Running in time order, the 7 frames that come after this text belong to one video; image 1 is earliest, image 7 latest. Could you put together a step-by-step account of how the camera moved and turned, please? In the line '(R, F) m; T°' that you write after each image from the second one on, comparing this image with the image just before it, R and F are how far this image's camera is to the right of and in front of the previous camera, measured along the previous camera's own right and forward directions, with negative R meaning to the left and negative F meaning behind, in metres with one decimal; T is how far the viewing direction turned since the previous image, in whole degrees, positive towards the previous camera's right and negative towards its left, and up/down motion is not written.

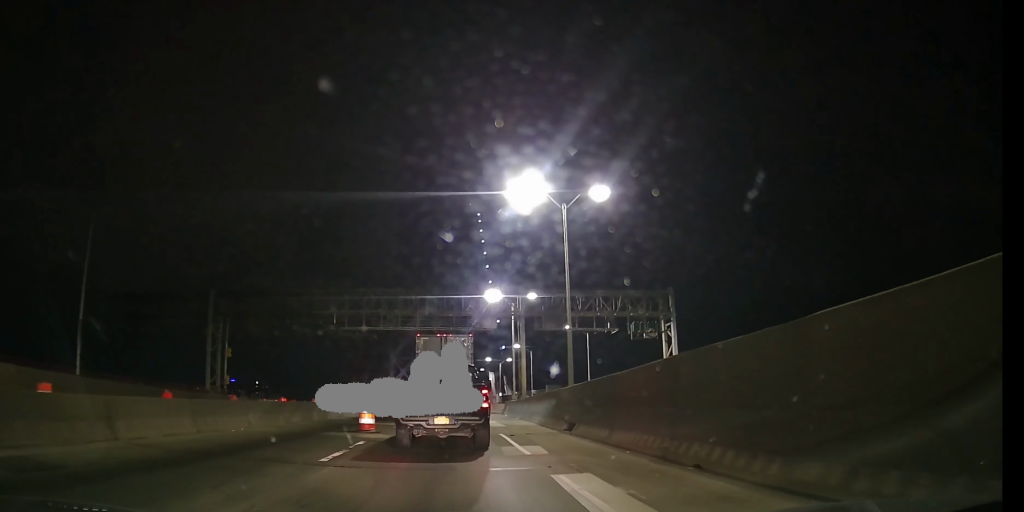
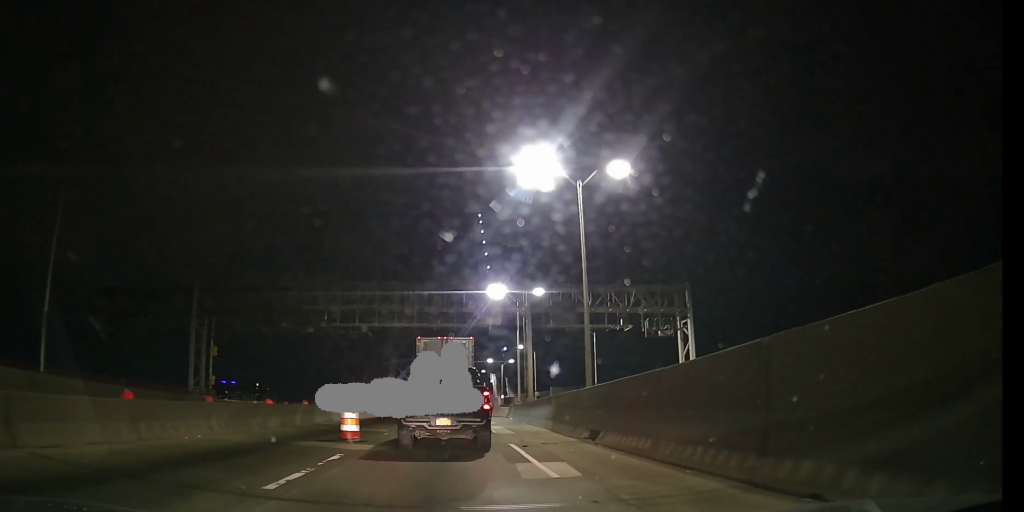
(0.0, +3.0) m; 0°
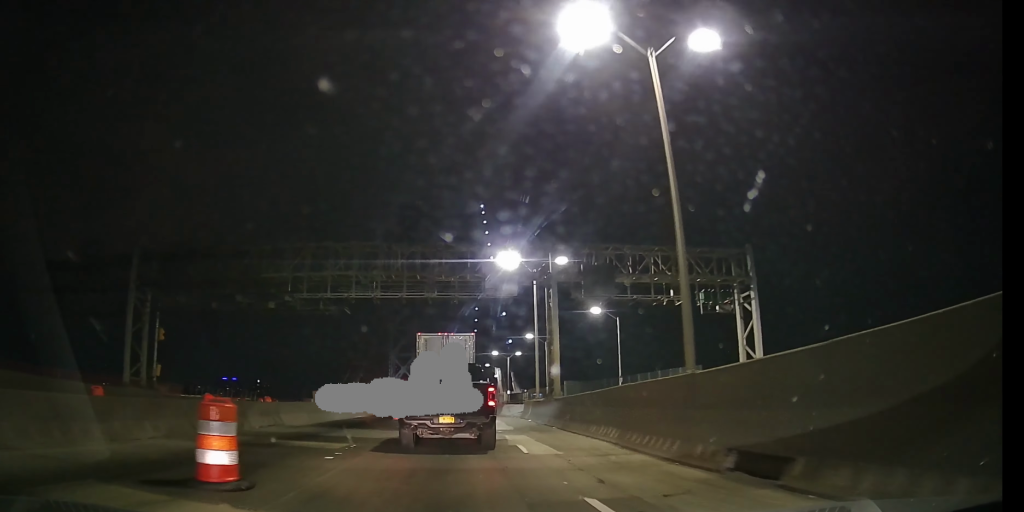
(-0.1, +8.3) m; -2°
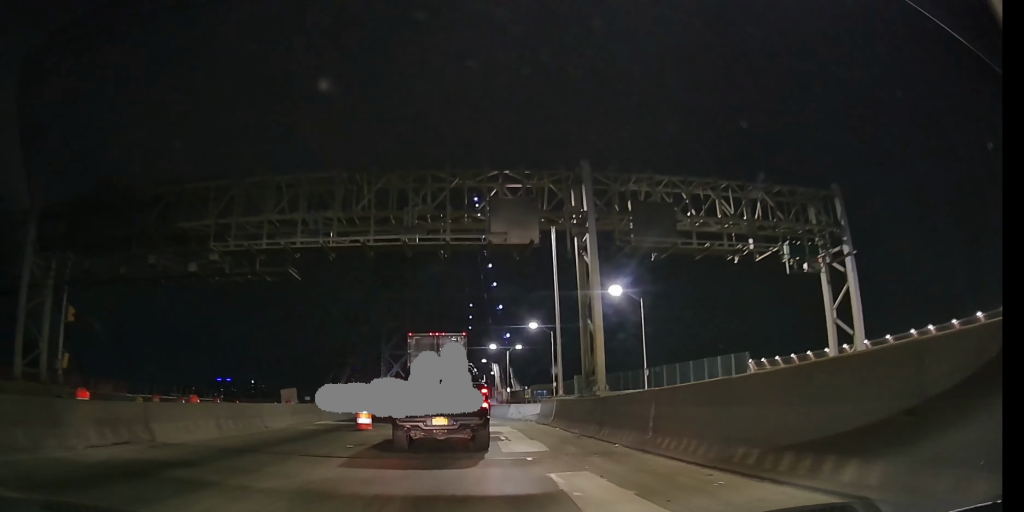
(-0.1, +9.0) m; 0°
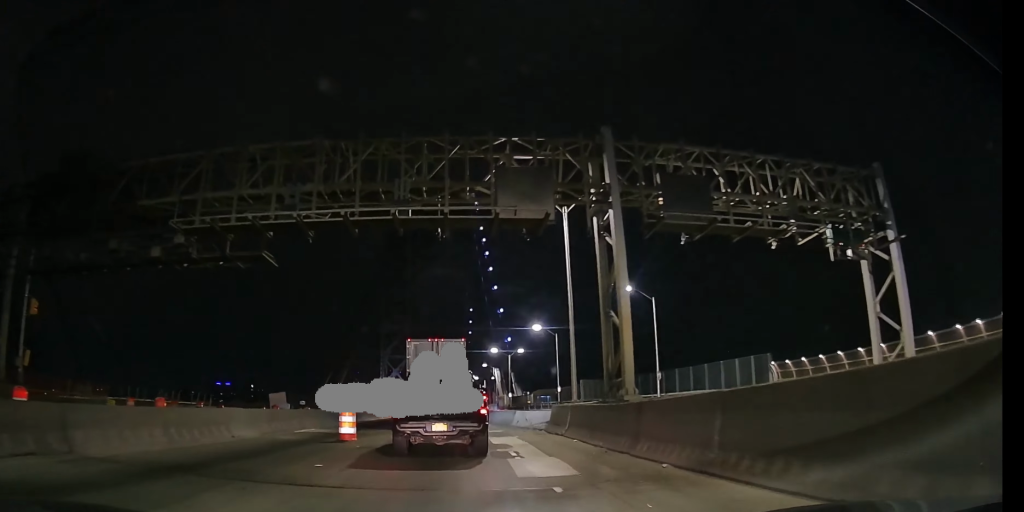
(0.0, +3.2) m; 0°
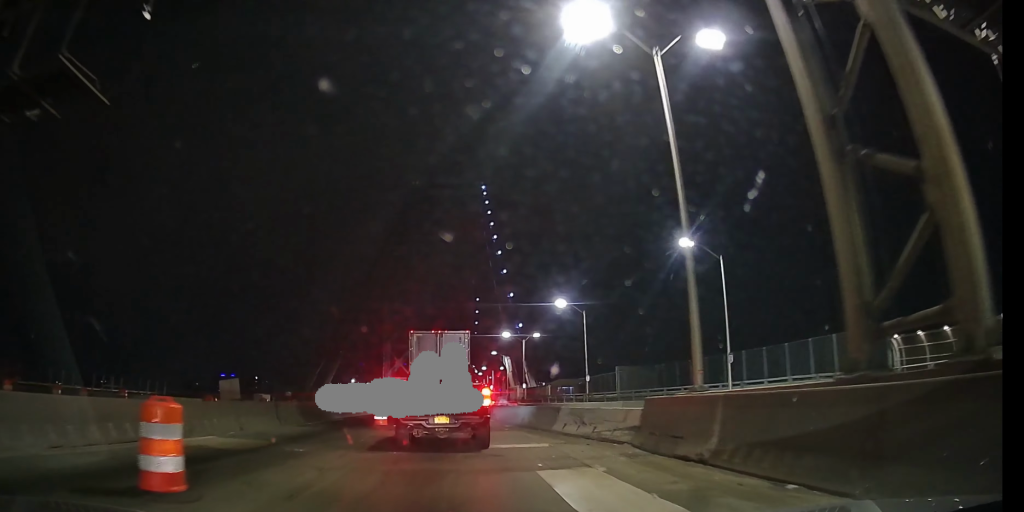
(+0.2, +11.9) m; +1°
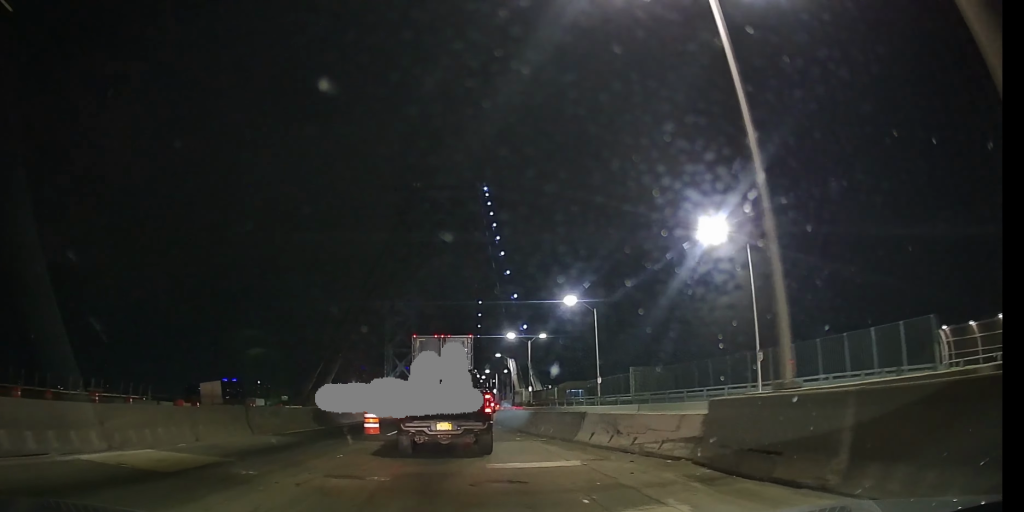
(0.0, +3.4) m; 0°
